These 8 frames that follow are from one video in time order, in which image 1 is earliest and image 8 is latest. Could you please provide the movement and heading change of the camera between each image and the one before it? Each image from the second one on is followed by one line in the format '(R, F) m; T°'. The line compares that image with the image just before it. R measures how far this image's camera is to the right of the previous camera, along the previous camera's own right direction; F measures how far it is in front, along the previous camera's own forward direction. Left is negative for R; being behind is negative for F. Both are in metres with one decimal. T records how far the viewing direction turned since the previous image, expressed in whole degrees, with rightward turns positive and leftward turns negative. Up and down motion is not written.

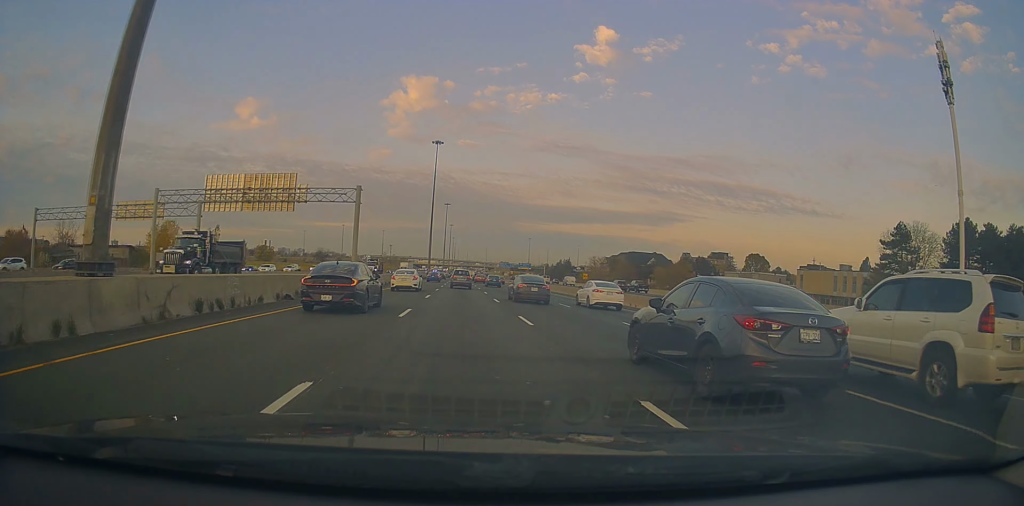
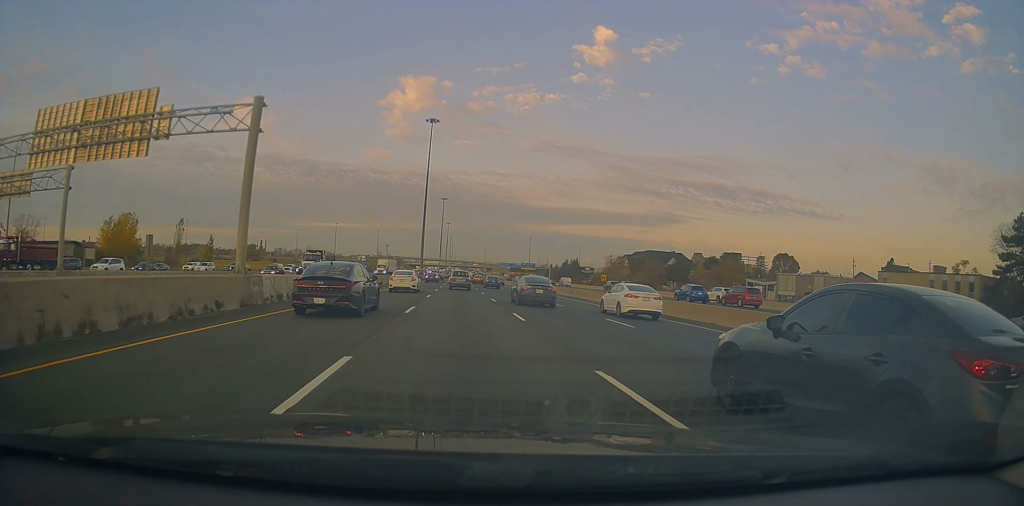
(0.0, +22.6) m; -1°
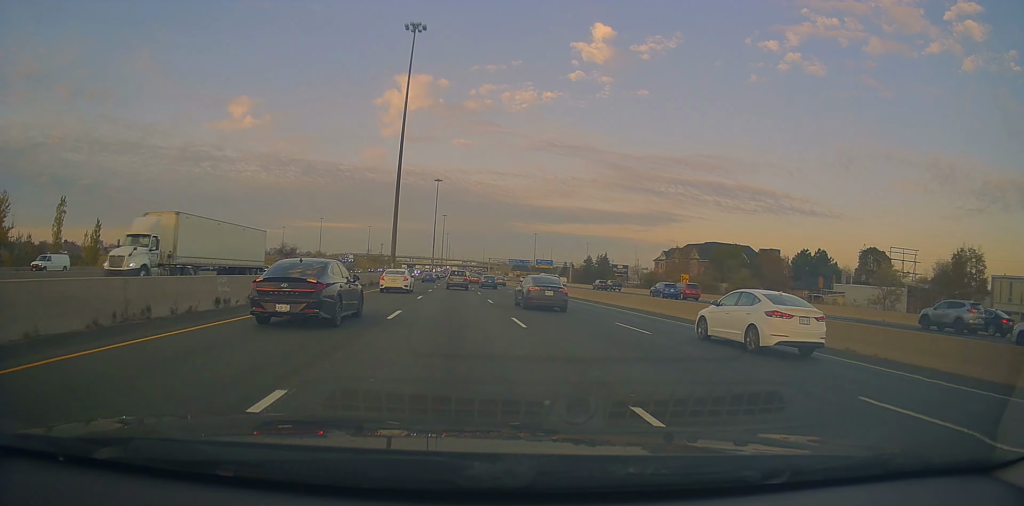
(0.0, +50.7) m; +2°
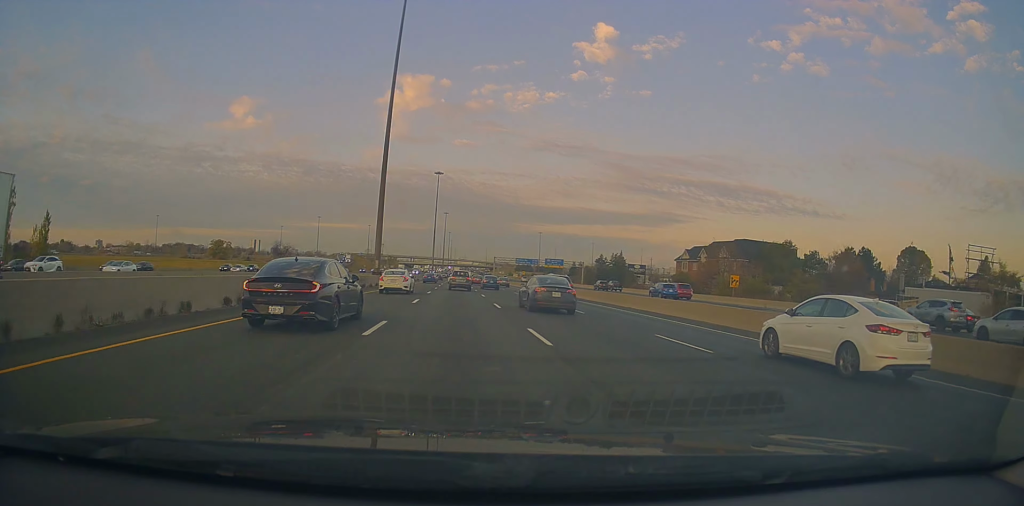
(0.0, +16.0) m; -1°
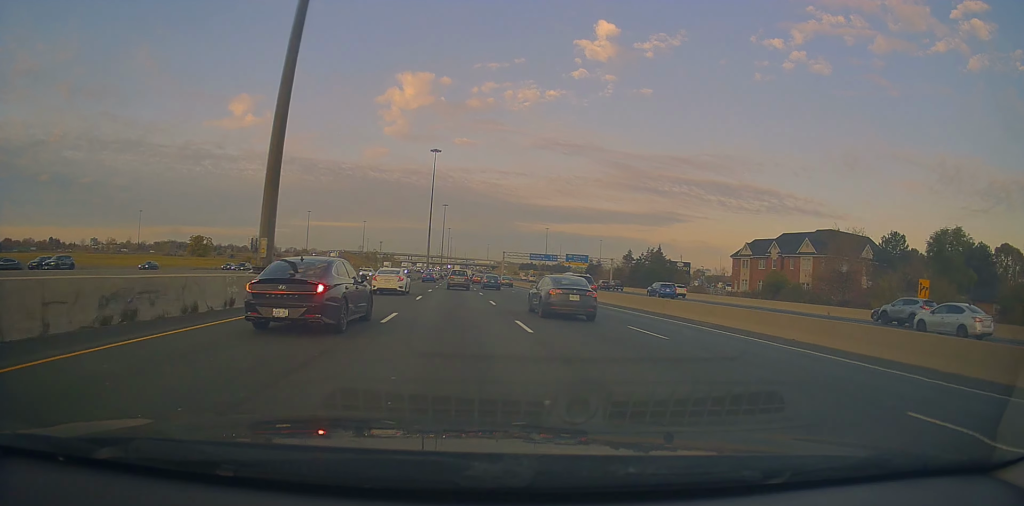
(-0.6, +34.0) m; 0°
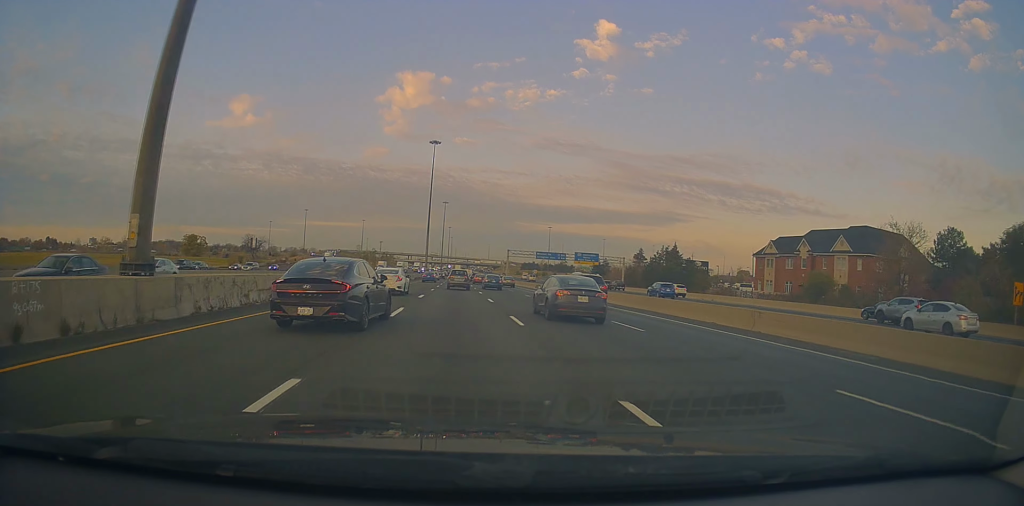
(+0.2, +10.2) m; 0°
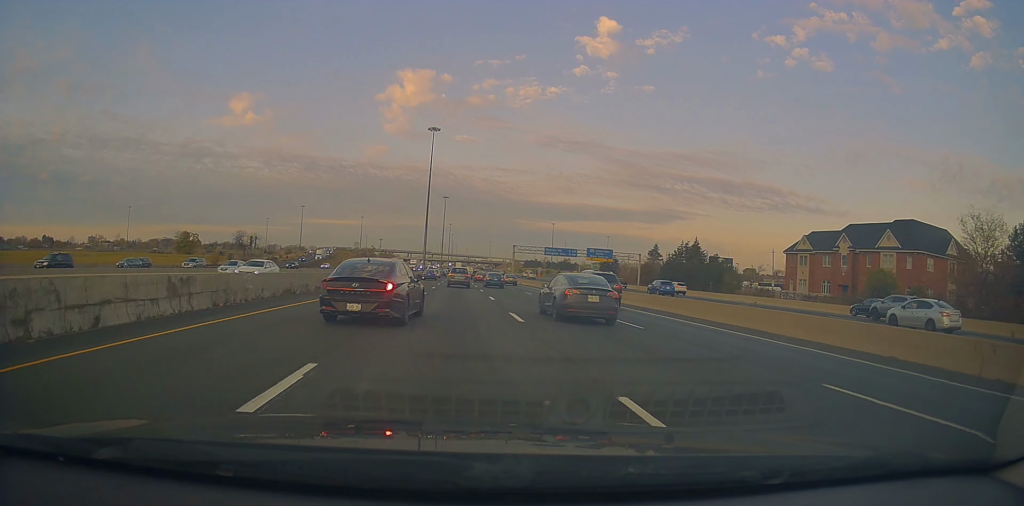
(+0.3, +11.9) m; 0°
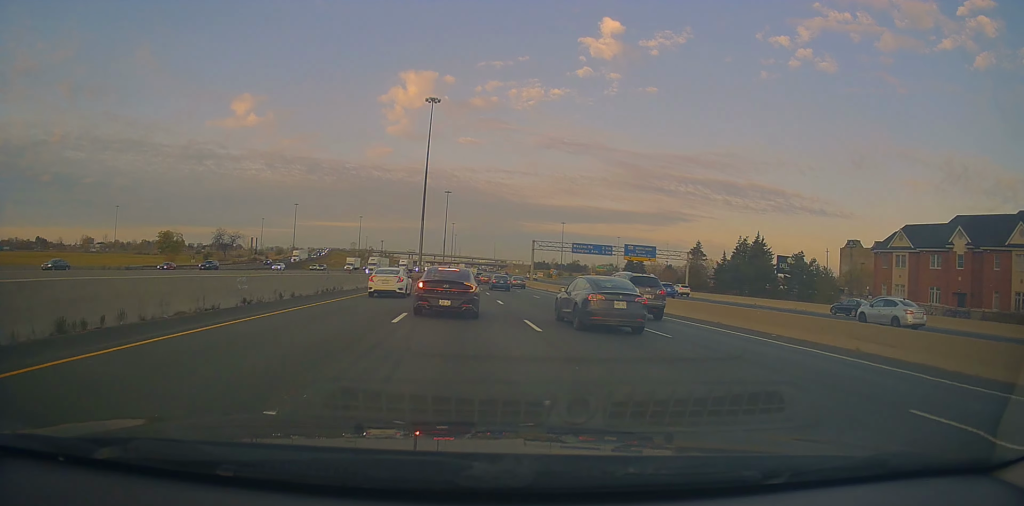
(-0.4, +26.1) m; -1°
